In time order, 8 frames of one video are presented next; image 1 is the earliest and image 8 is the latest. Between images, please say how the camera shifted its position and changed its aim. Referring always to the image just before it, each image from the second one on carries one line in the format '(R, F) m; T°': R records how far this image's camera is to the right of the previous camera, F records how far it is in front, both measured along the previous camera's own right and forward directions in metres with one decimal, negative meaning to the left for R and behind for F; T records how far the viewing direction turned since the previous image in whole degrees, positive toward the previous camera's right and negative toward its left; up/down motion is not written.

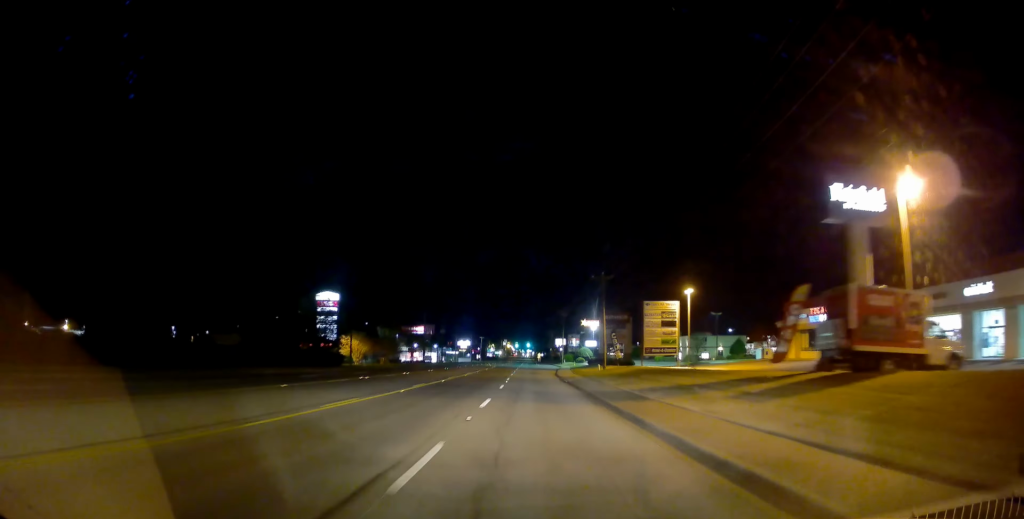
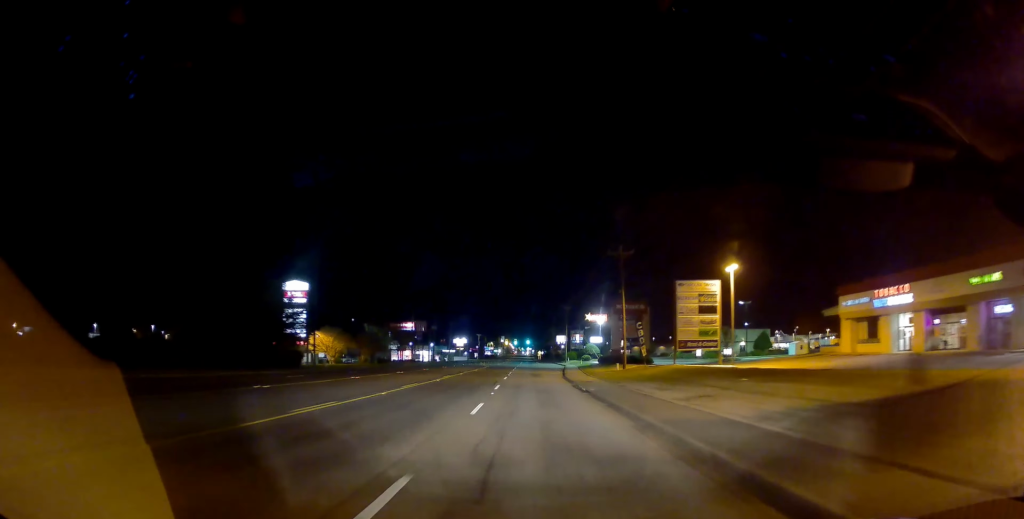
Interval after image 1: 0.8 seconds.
(0.0, +14.1) m; 0°
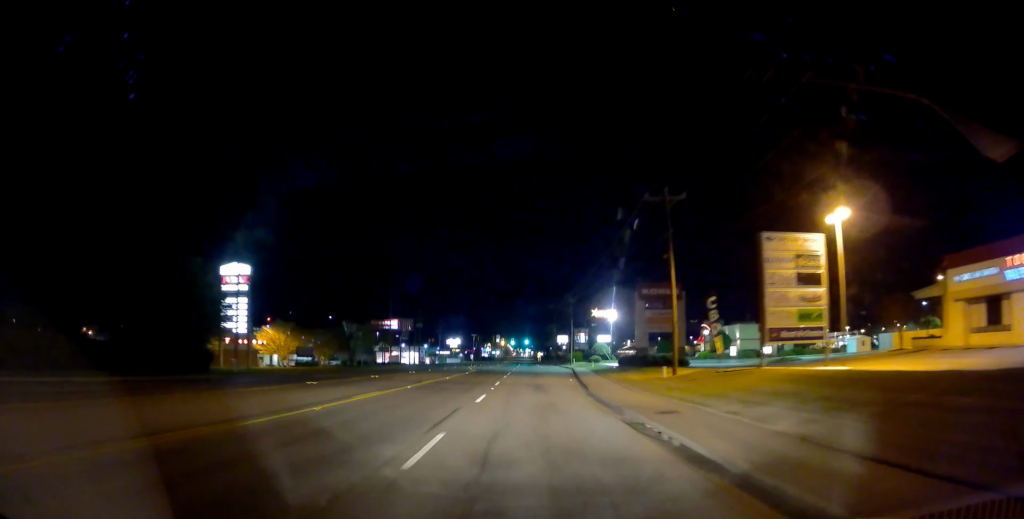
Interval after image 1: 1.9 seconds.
(0.0, +18.9) m; 0°
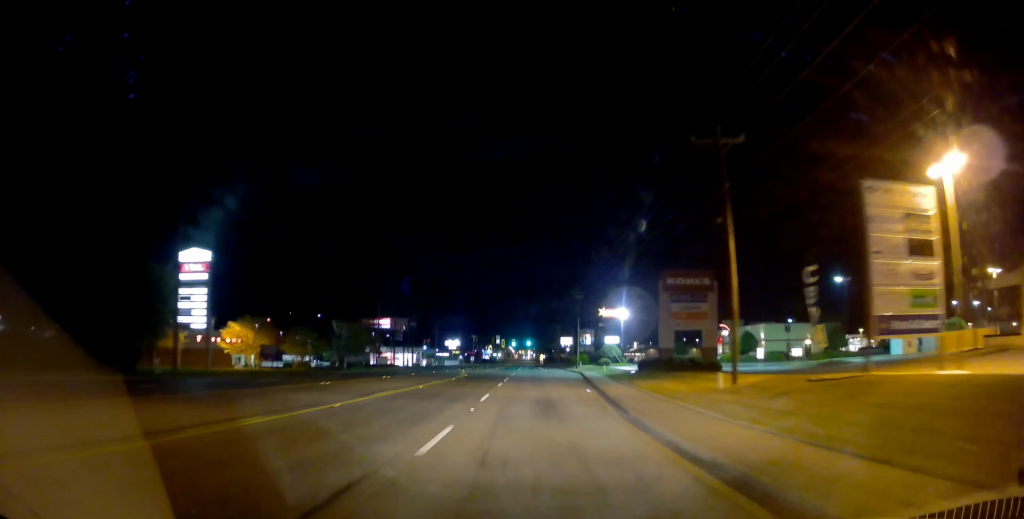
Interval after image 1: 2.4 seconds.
(0.0, +10.0) m; 0°
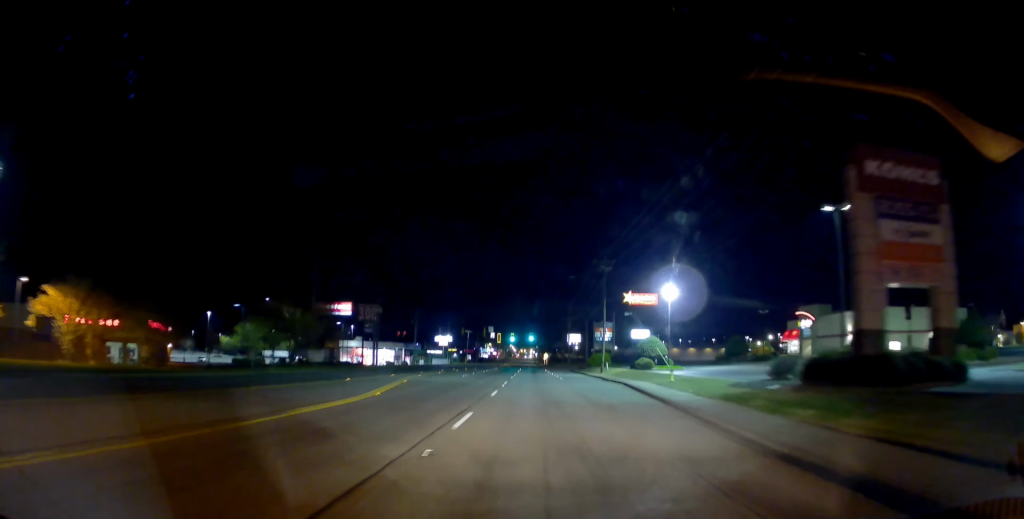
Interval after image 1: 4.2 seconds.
(-0.1, +31.2) m; 0°
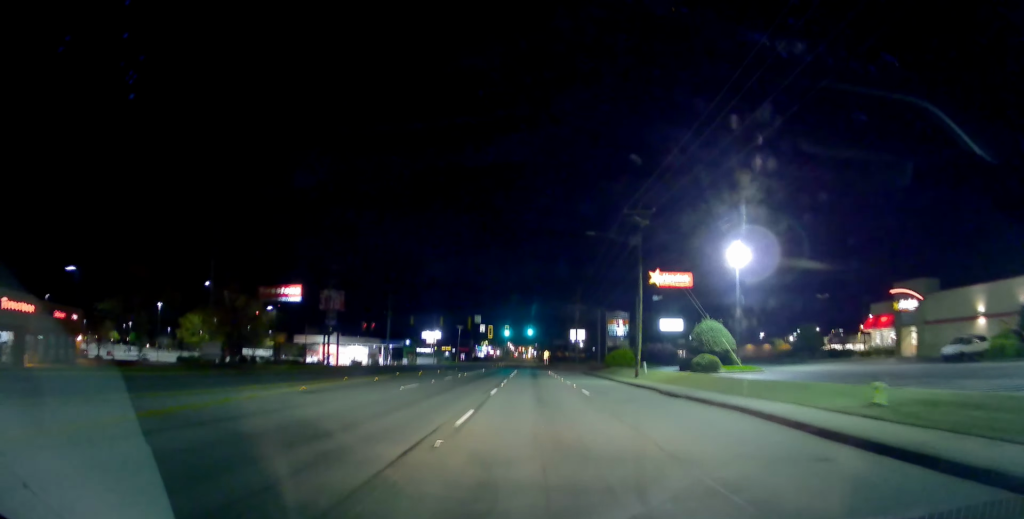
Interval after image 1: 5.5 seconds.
(+0.1, +22.6) m; -1°
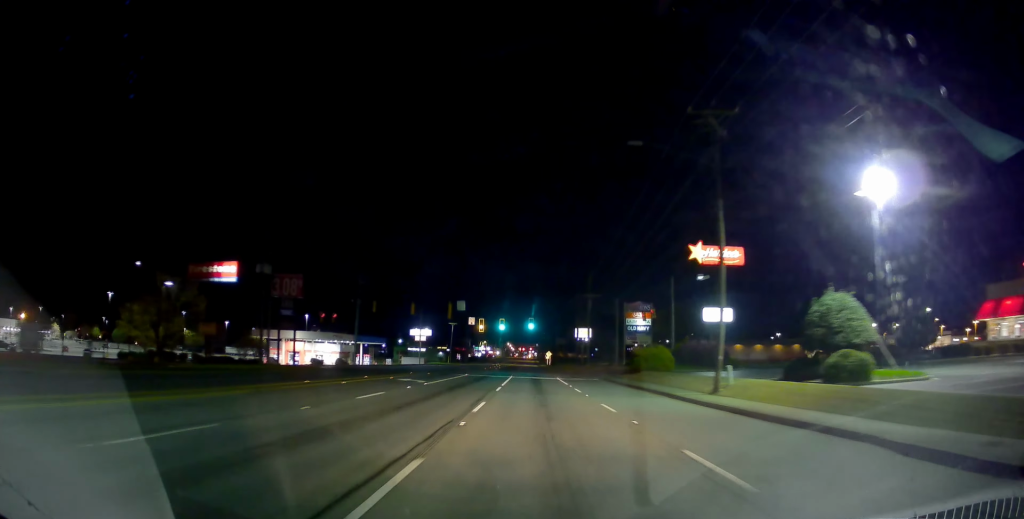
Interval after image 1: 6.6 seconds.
(-0.4, +19.6) m; 0°
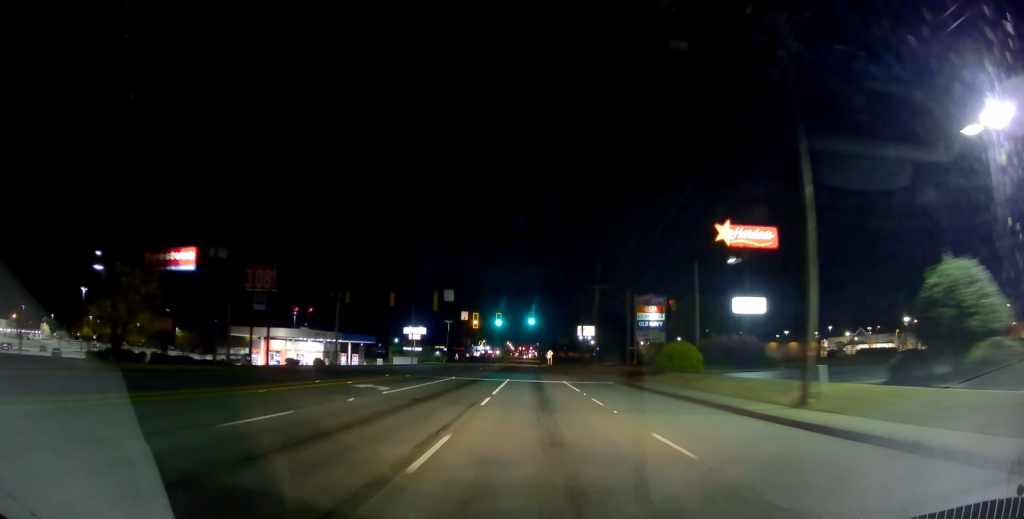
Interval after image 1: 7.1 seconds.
(+0.3, +8.6) m; 0°
